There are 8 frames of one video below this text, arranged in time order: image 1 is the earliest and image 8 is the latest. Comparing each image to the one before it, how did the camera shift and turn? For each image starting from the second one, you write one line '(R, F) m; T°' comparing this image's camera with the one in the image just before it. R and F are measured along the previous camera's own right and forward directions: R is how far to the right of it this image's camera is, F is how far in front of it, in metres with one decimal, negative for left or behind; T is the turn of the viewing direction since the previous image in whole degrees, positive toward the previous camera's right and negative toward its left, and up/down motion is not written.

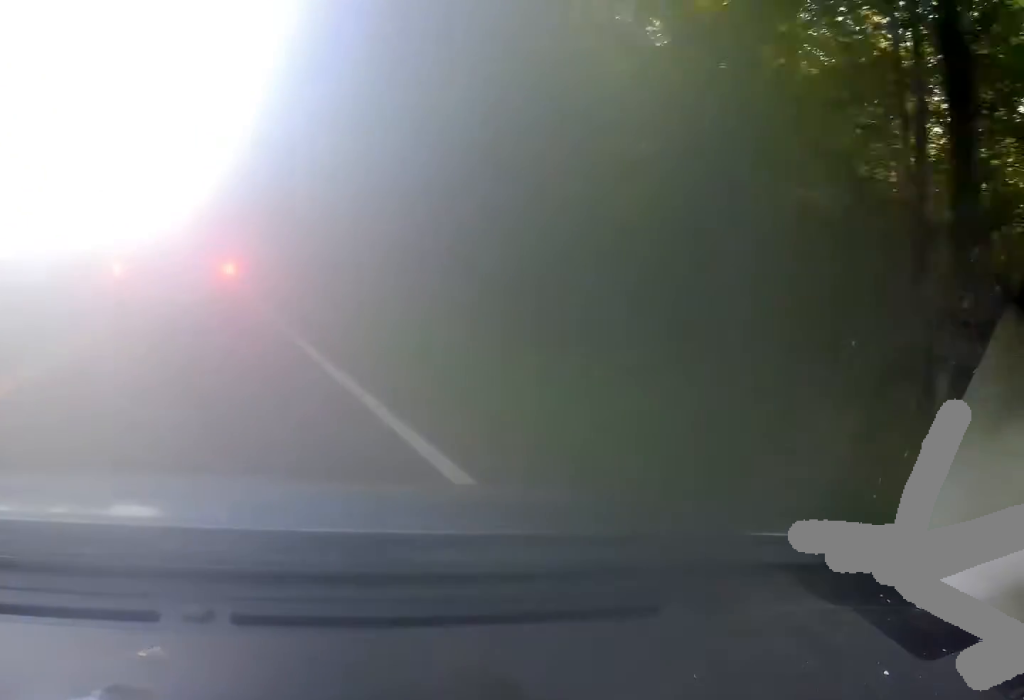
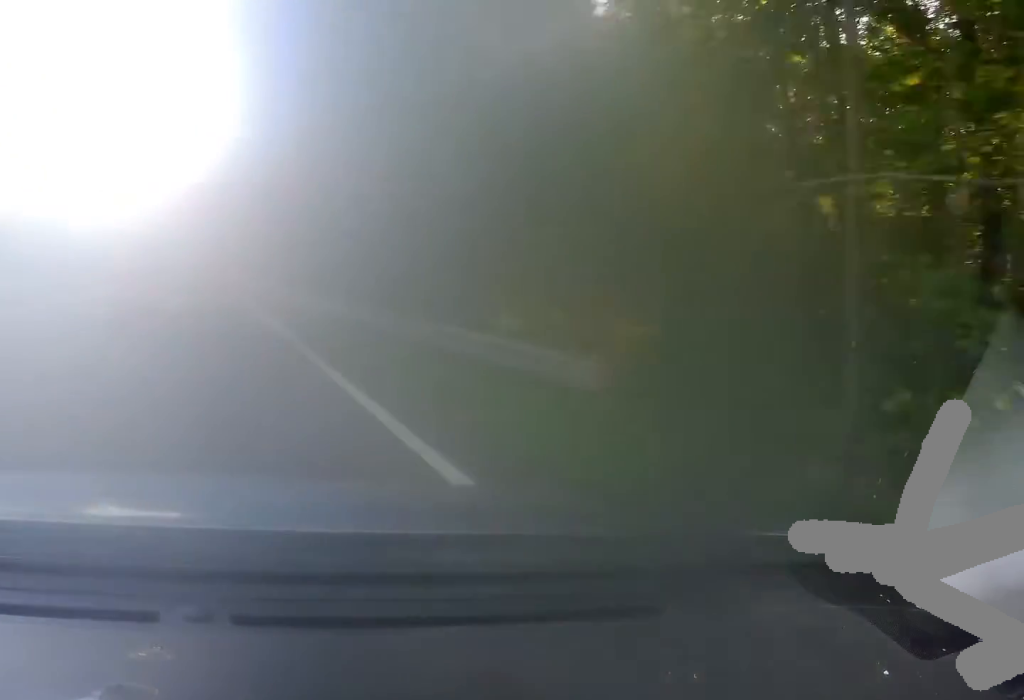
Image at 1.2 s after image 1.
(-0.6, +22.8) m; 0°
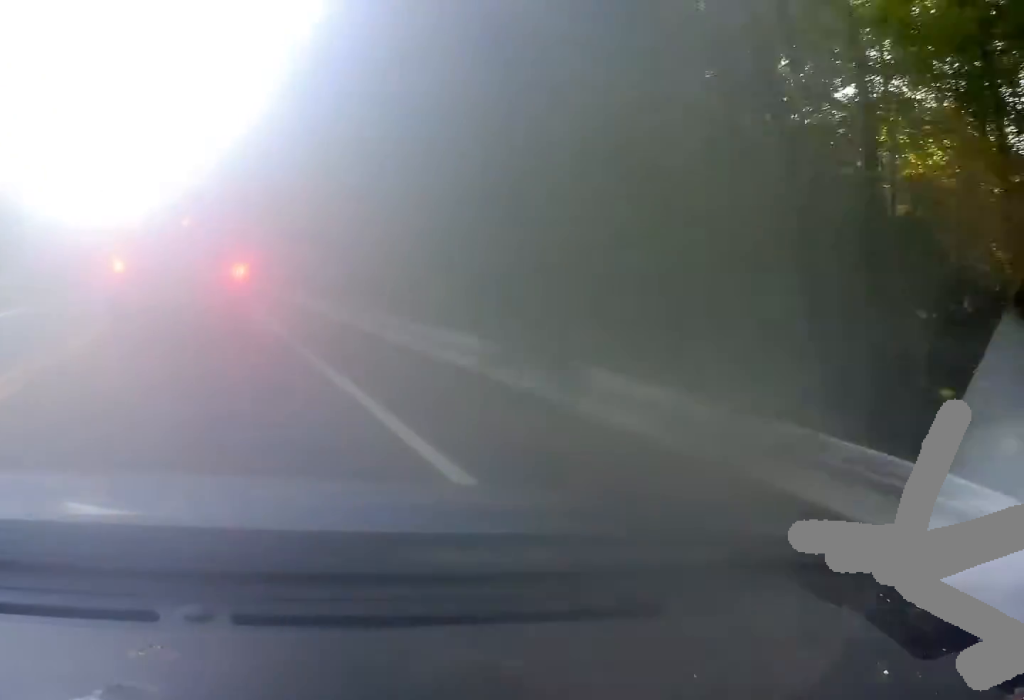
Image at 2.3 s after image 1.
(+1.0, +18.8) m; +3°
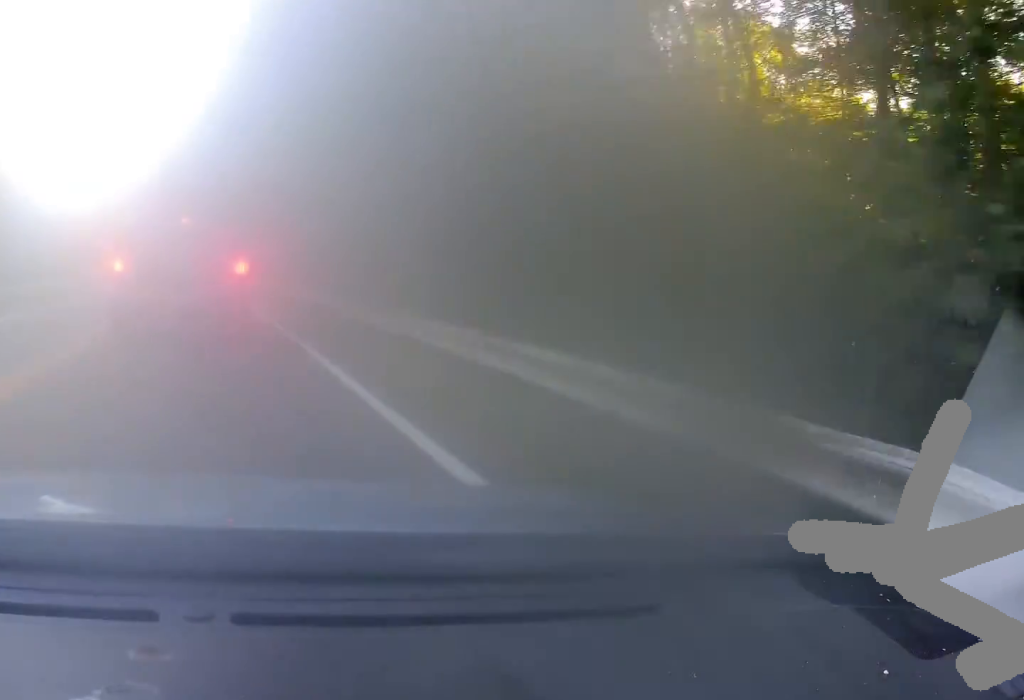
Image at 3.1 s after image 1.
(+0.1, +12.7) m; 0°
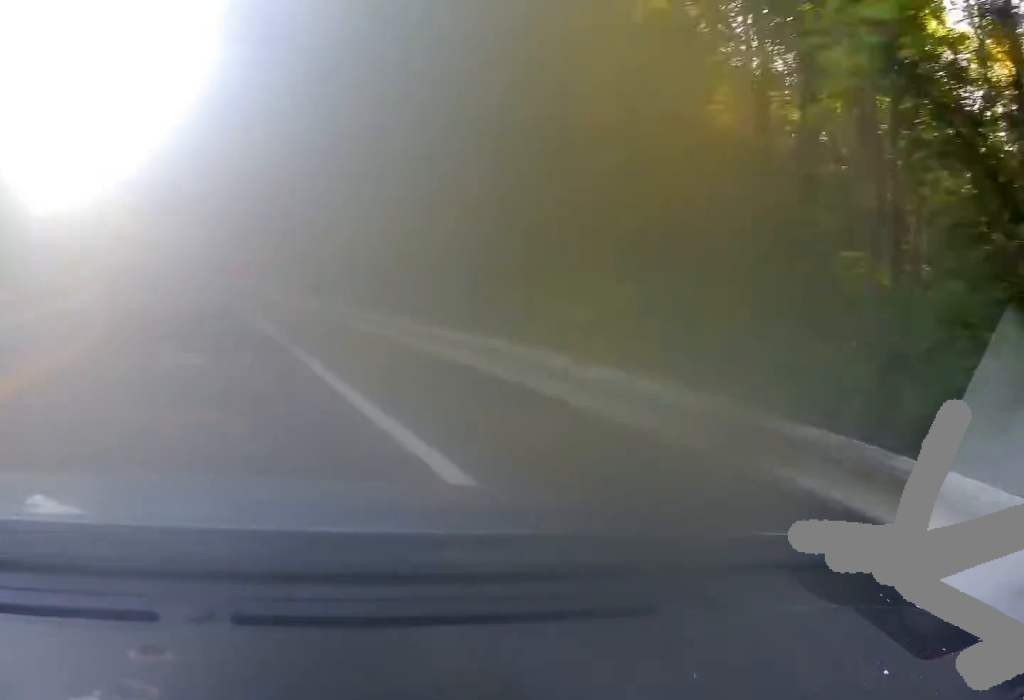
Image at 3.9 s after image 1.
(-0.2, +11.2) m; -1°
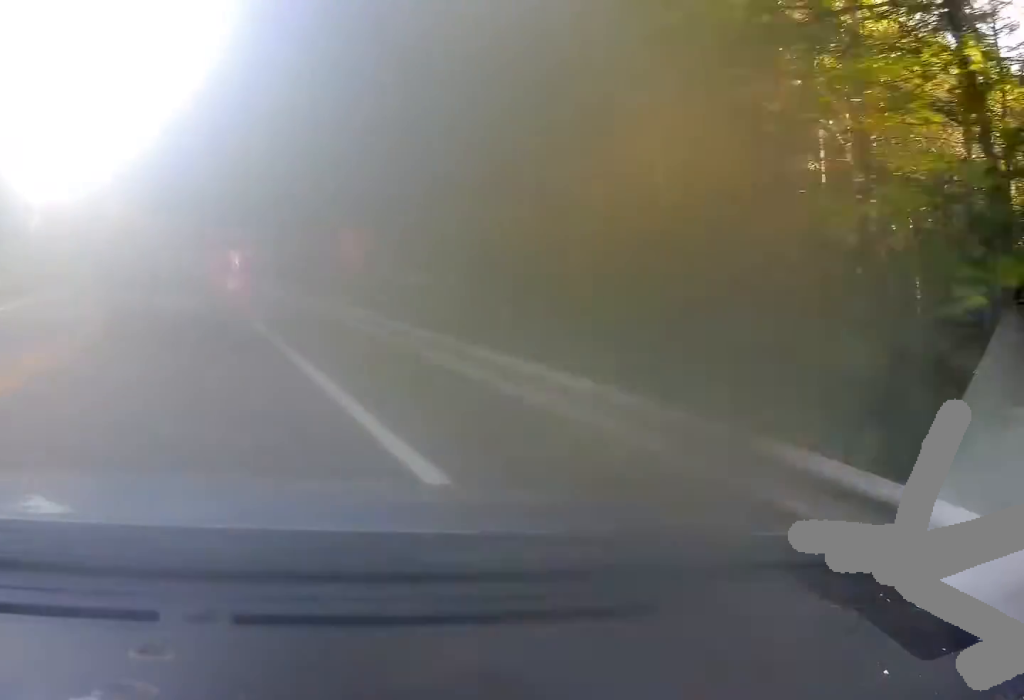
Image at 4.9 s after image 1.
(-0.2, +15.3) m; -1°
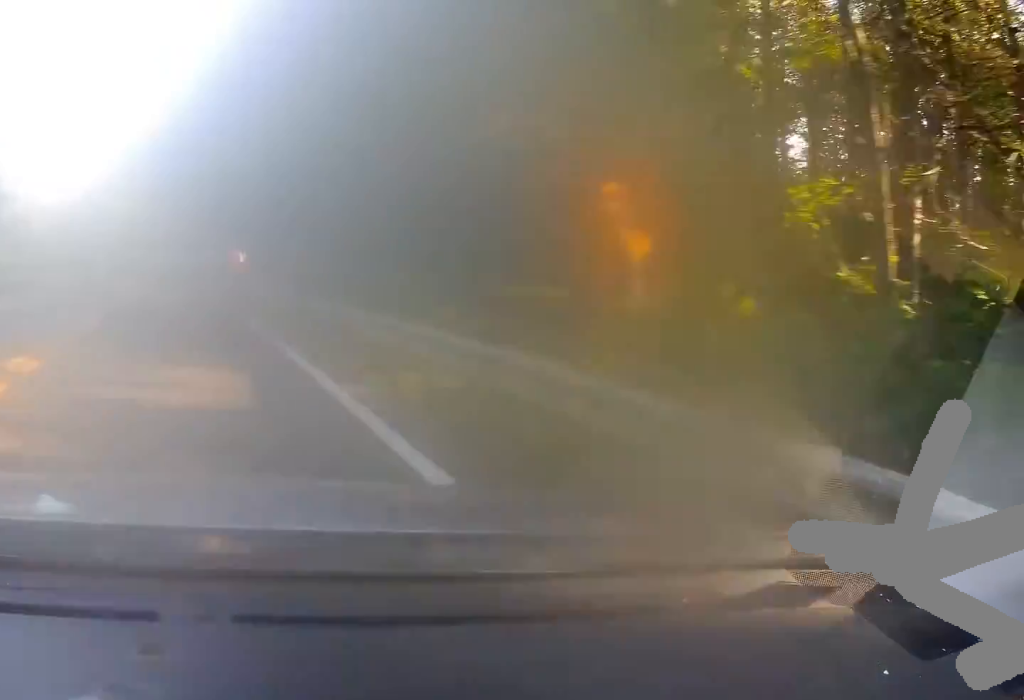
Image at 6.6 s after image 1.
(-0.1, +23.4) m; -1°
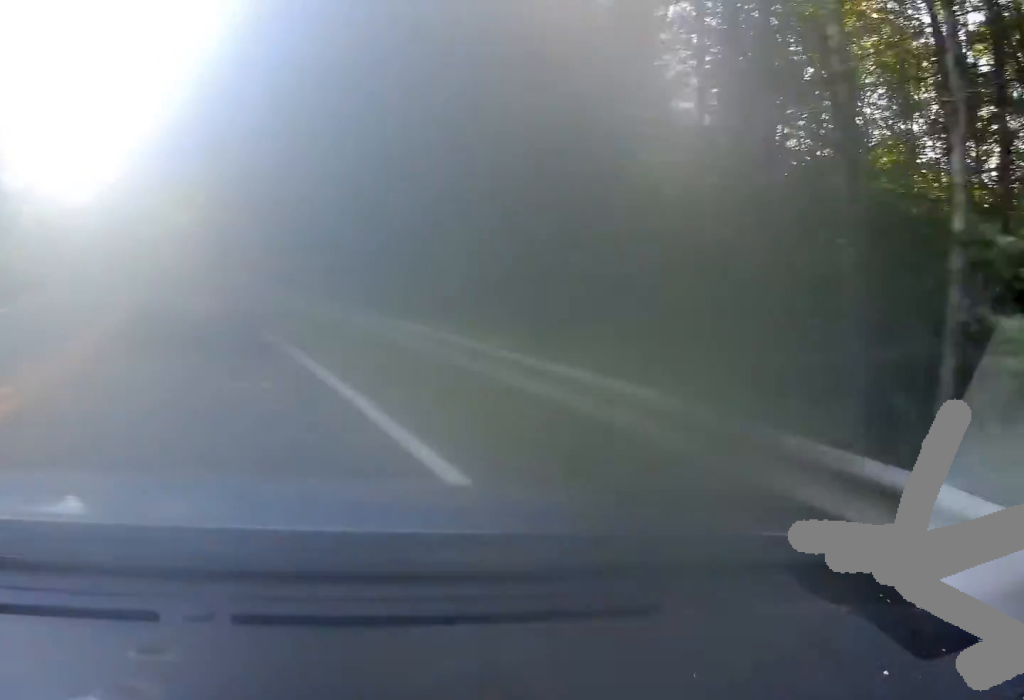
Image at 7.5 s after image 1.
(-0.1, +12.8) m; -3°
